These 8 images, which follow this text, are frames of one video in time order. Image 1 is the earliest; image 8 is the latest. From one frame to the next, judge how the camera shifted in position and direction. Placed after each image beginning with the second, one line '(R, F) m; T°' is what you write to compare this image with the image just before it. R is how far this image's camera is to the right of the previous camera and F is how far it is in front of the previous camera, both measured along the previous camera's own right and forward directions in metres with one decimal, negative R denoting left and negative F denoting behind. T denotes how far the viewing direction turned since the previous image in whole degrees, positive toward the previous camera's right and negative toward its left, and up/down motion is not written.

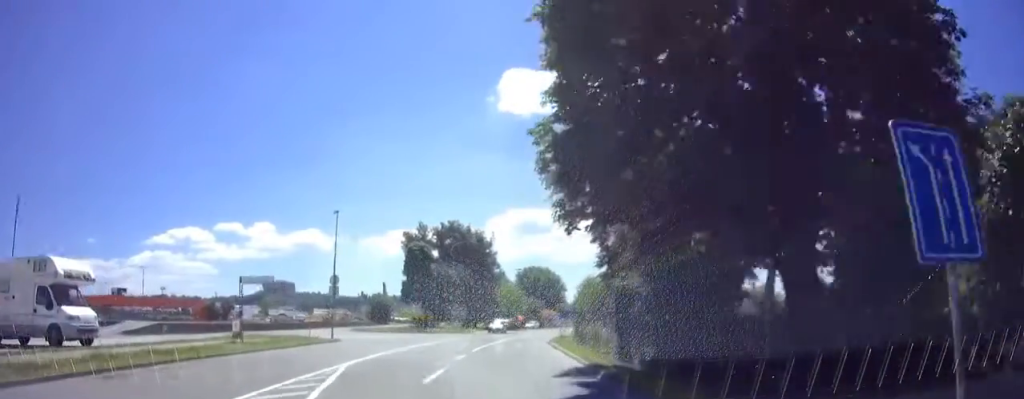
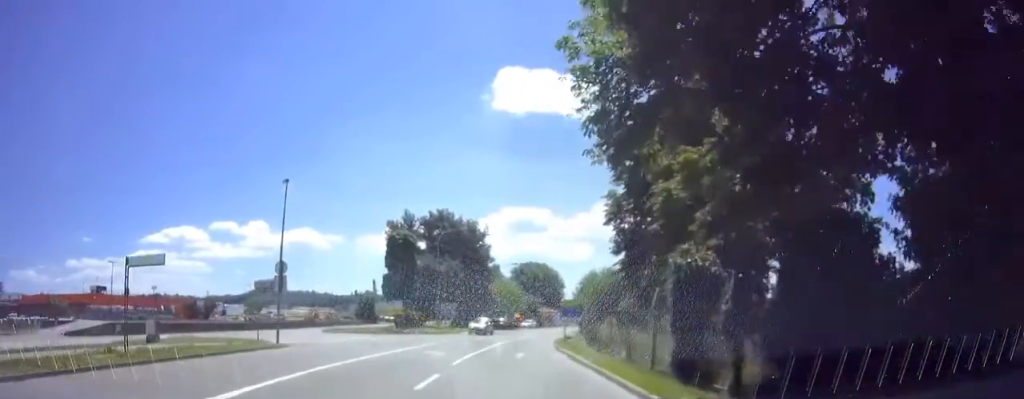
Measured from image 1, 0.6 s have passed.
(0.0, +7.1) m; +1°
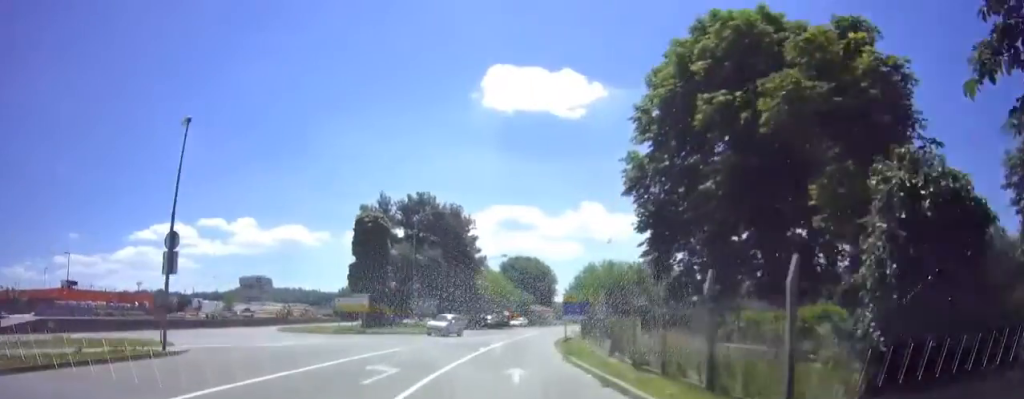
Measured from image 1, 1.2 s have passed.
(+0.1, +7.5) m; +1°
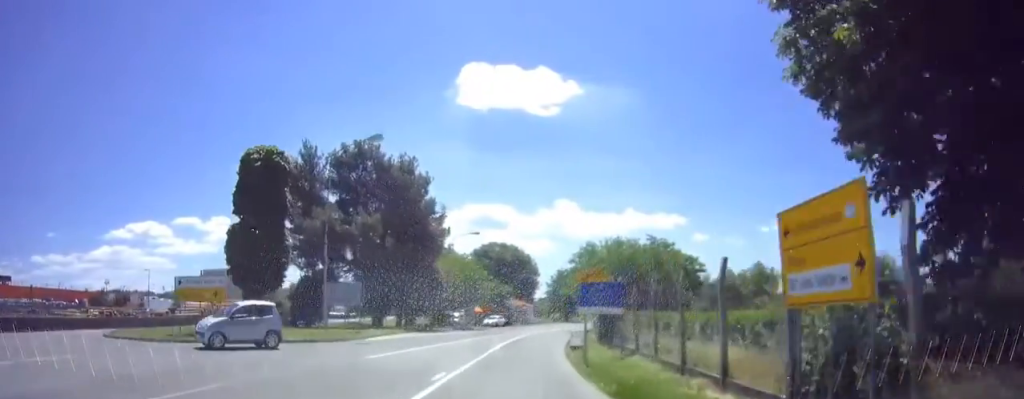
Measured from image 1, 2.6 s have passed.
(+0.1, +15.9) m; +2°
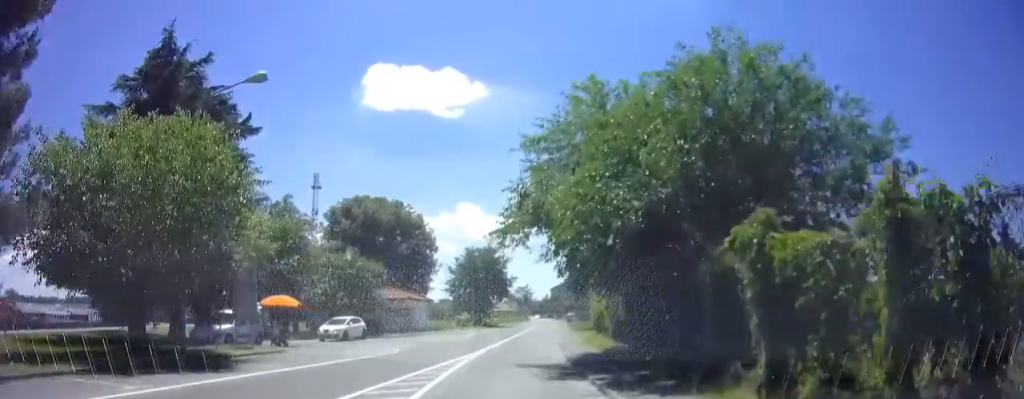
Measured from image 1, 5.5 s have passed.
(+2.6, +35.2) m; +9°
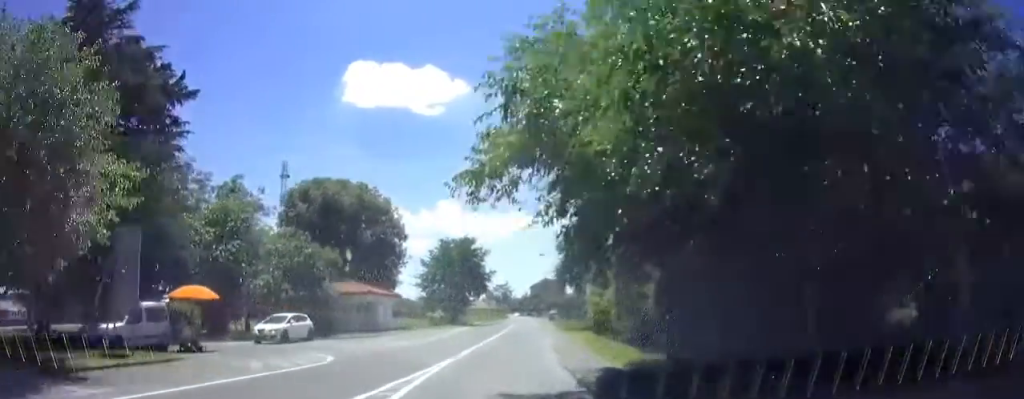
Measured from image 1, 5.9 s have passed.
(+0.1, +5.7) m; +2°
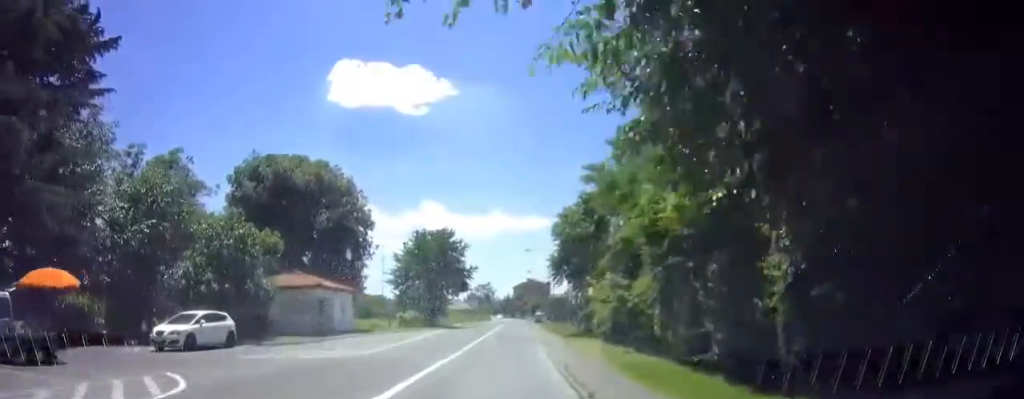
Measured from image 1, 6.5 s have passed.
(+0.3, +6.9) m; +3°
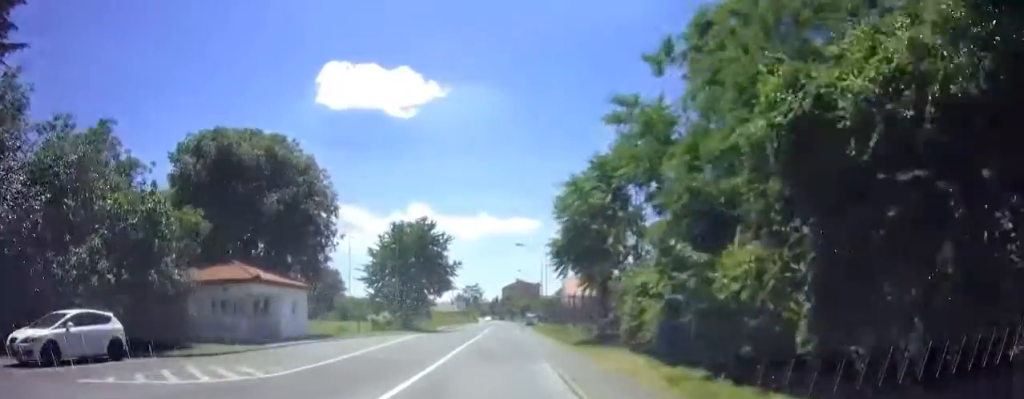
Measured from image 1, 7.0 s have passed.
(+0.2, +6.5) m; +1°
